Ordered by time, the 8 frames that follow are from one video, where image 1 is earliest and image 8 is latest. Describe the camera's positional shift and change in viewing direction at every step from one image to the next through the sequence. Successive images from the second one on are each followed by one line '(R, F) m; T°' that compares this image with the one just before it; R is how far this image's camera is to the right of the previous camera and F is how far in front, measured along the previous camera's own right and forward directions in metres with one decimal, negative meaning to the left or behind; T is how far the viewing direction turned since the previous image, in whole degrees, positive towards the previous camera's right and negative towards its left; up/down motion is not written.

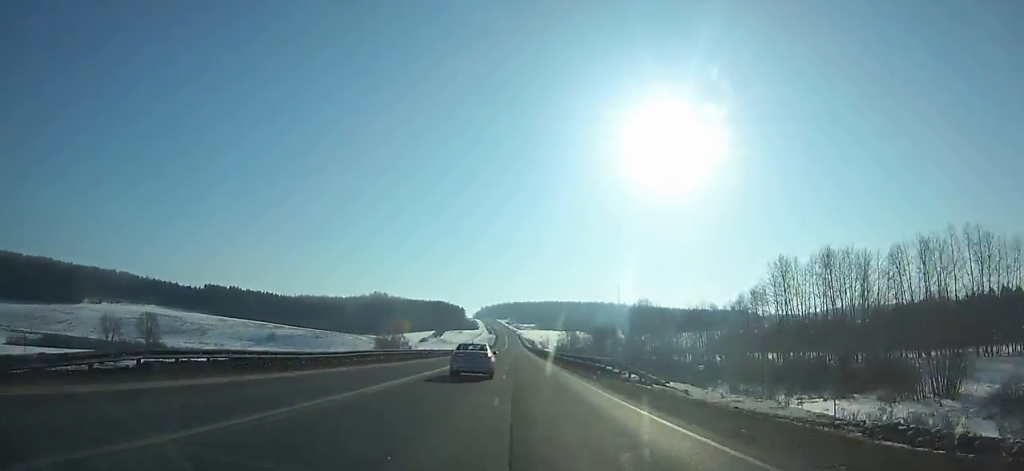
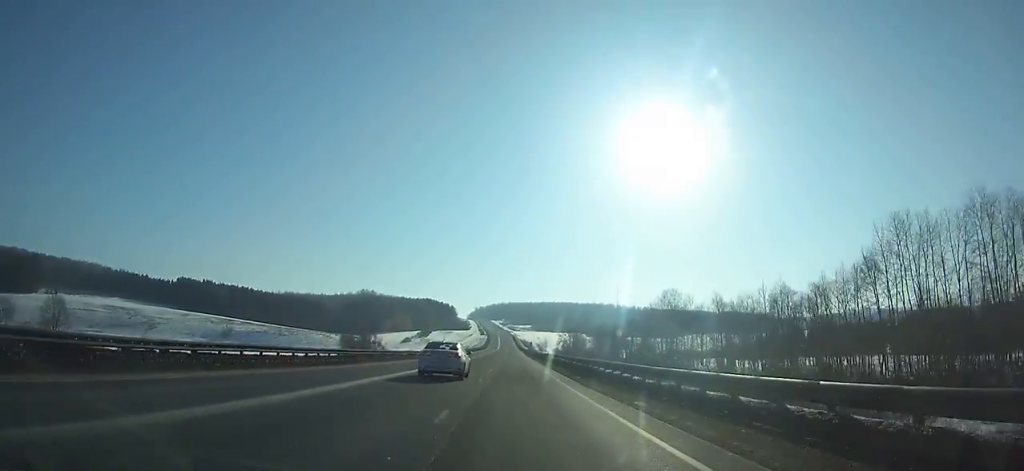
(+0.1, +38.7) m; 0°
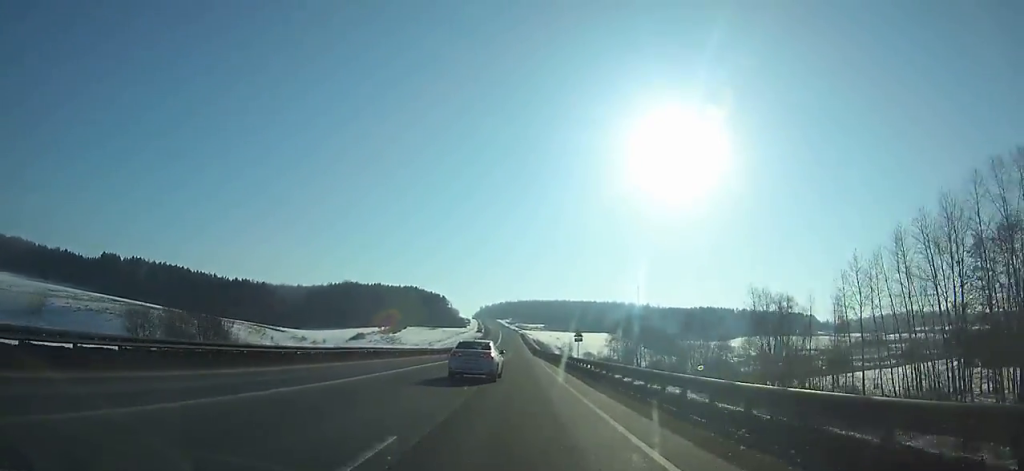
(-0.5, +110.9) m; -1°
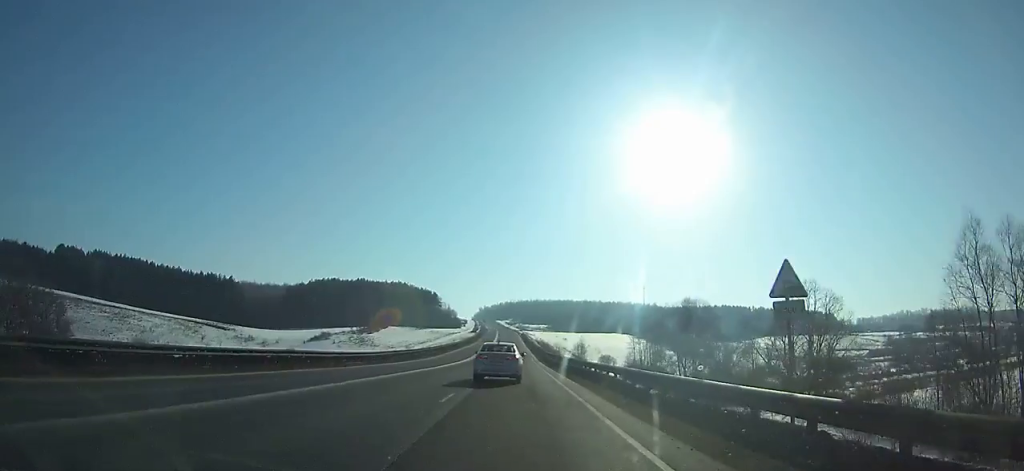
(-0.1, +40.2) m; 0°
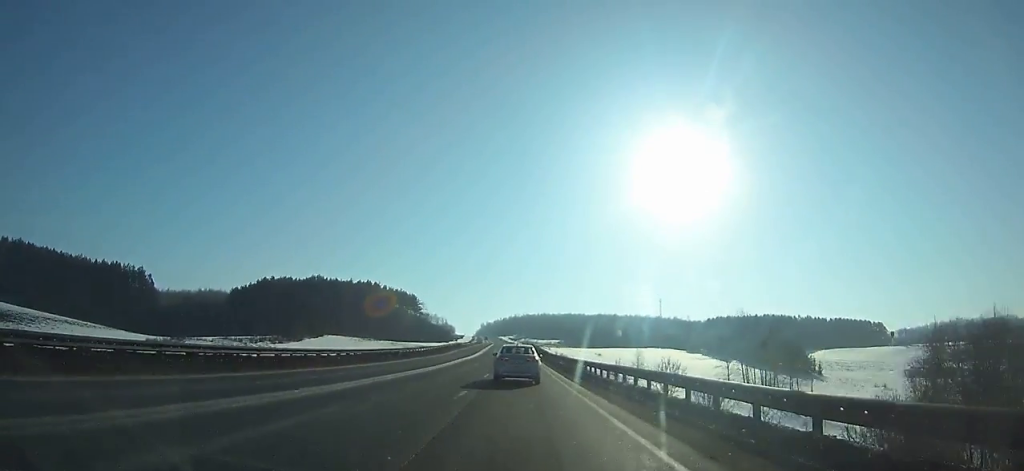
(-0.1, +80.2) m; 0°
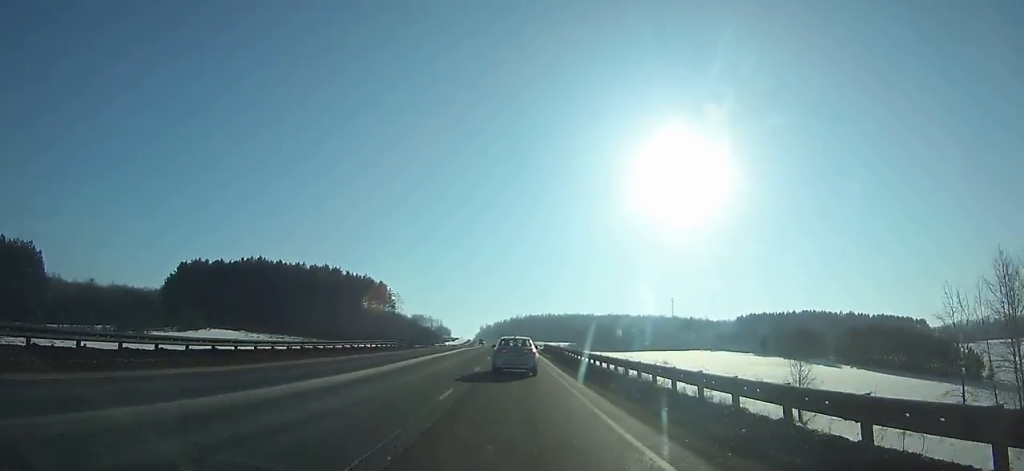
(-0.2, +59.7) m; -1°
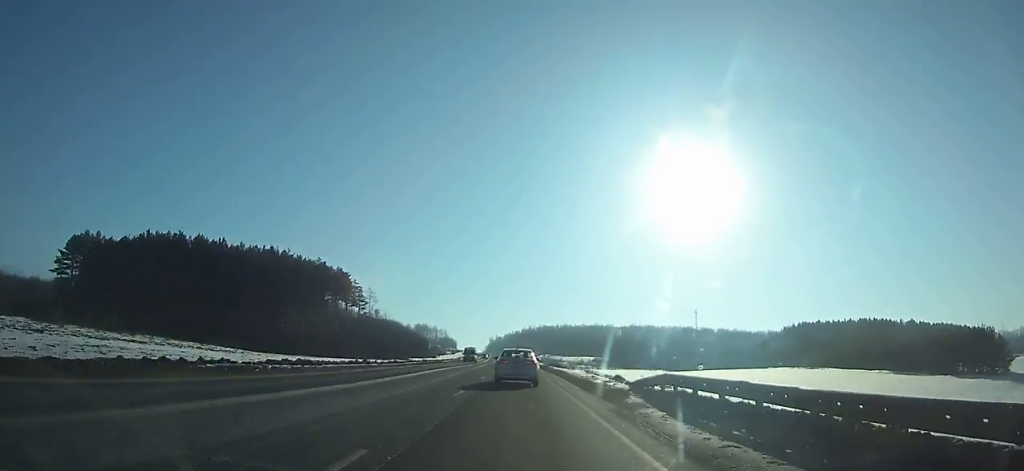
(-0.3, +55.4) m; -1°
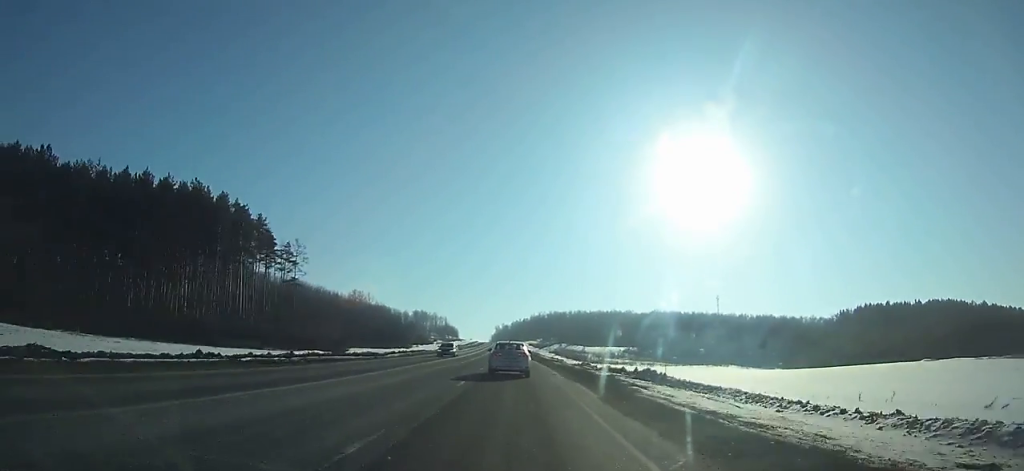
(-0.5, +57.7) m; -1°
